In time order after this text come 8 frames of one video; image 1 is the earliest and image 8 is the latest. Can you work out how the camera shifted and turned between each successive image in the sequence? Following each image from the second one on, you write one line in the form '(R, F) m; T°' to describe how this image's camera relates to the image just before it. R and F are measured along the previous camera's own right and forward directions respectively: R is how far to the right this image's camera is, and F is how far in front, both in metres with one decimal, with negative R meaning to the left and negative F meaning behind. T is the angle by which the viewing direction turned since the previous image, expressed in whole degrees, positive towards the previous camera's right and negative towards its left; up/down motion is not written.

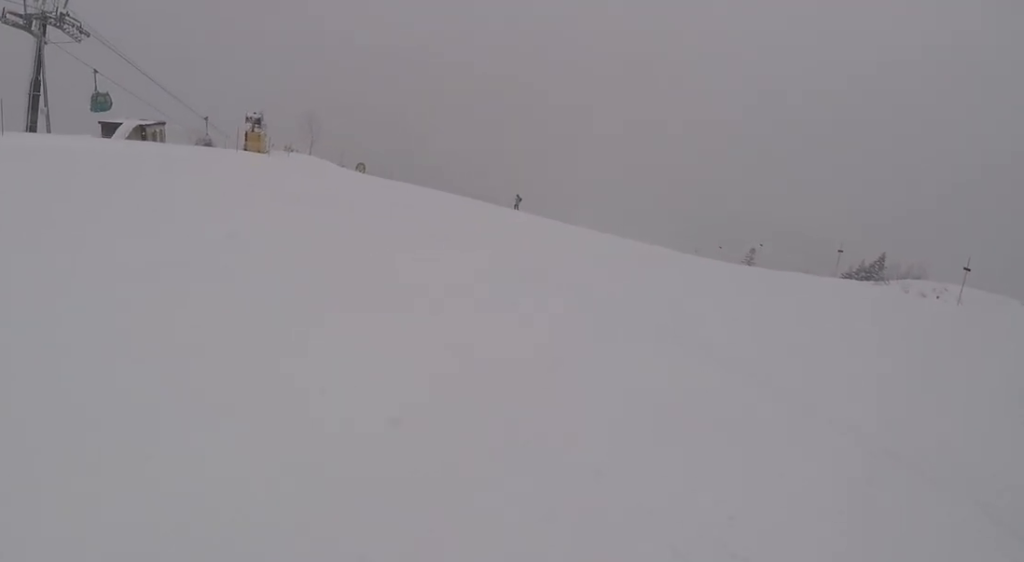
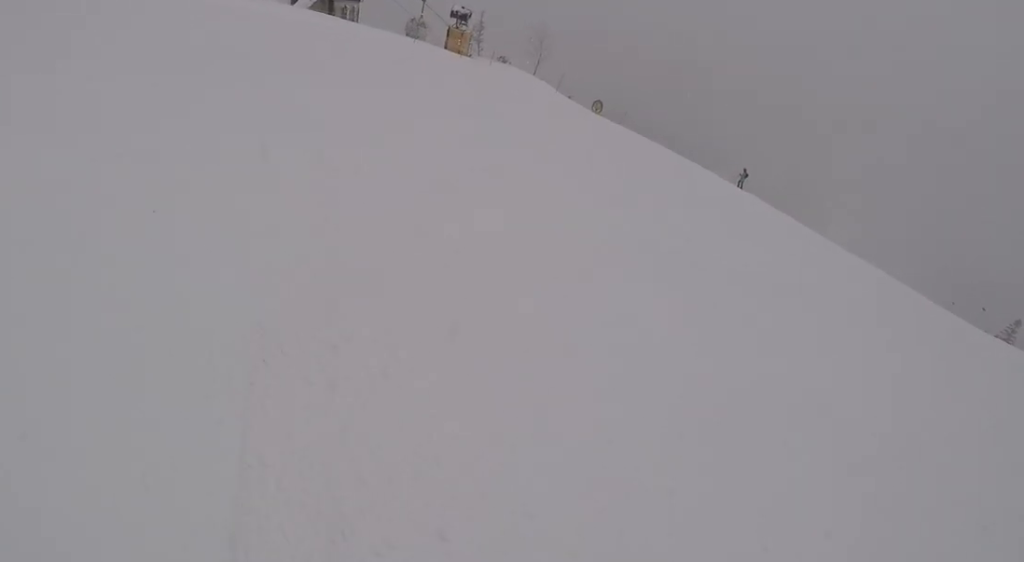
(-2.4, +7.9) m; -32°
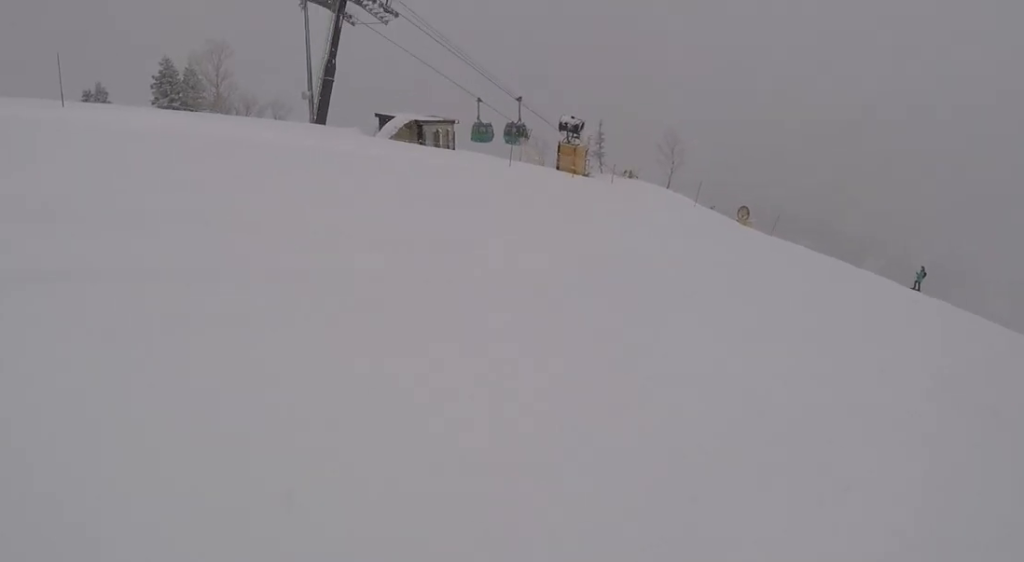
(-1.5, +8.2) m; +3°
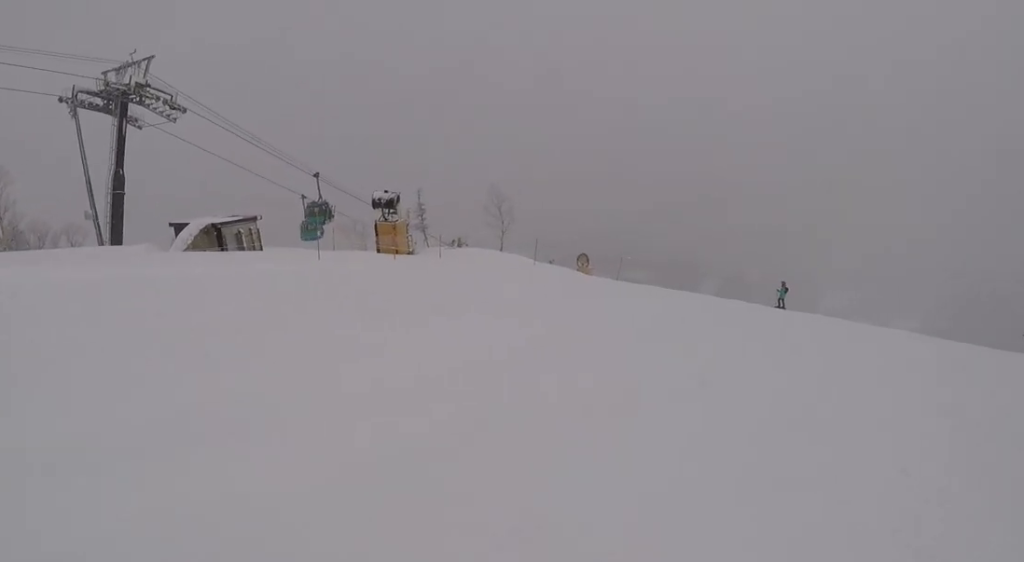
(+0.1, +4.3) m; +14°
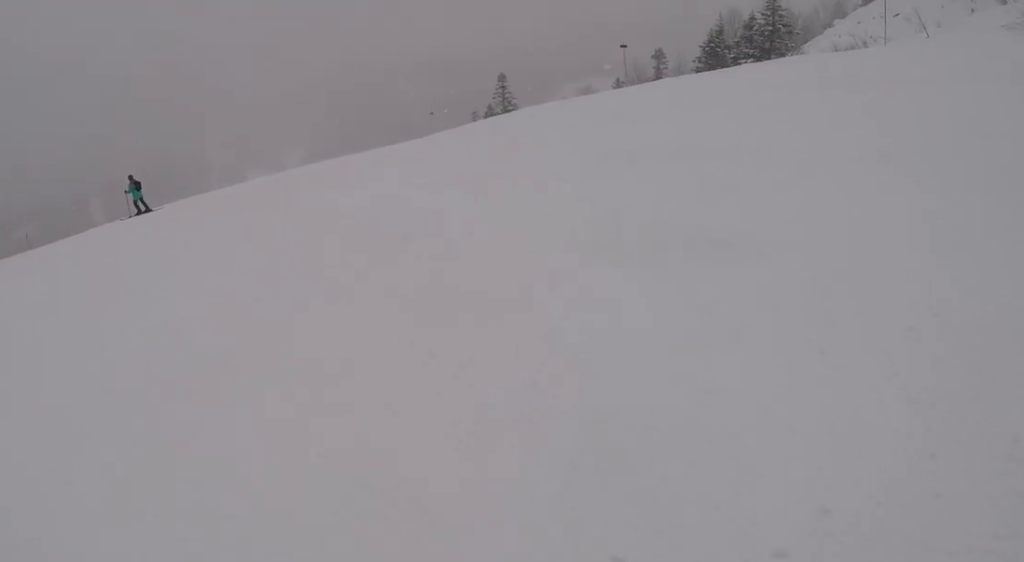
(+5.3, +13.0) m; +36°
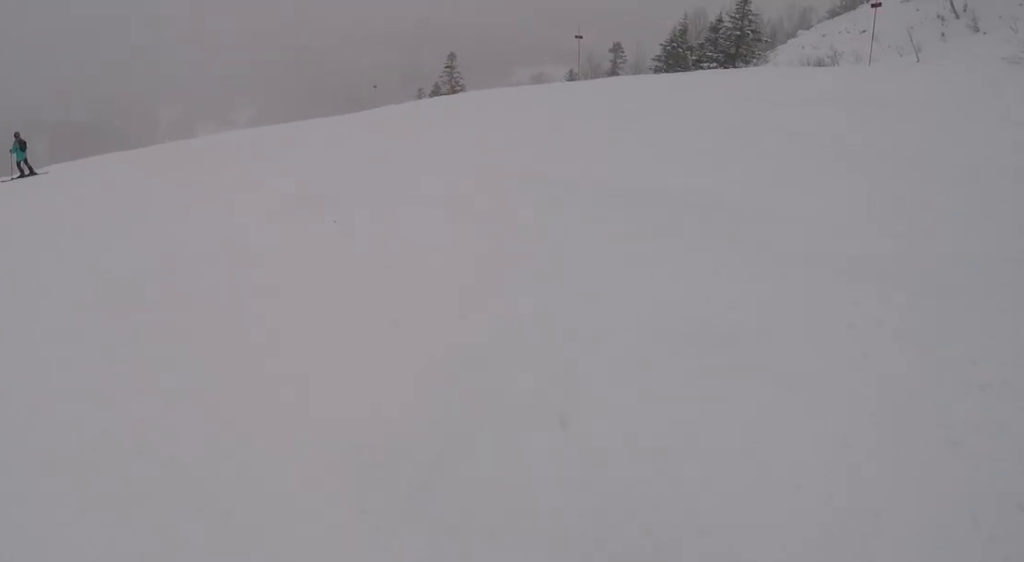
(+0.3, +3.4) m; -3°
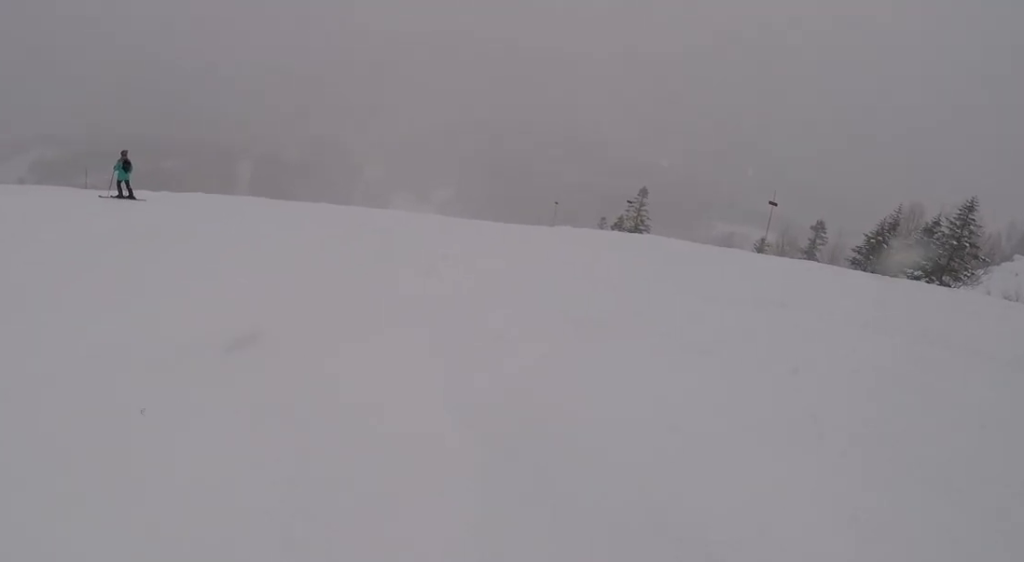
(+0.7, +4.0) m; -6°
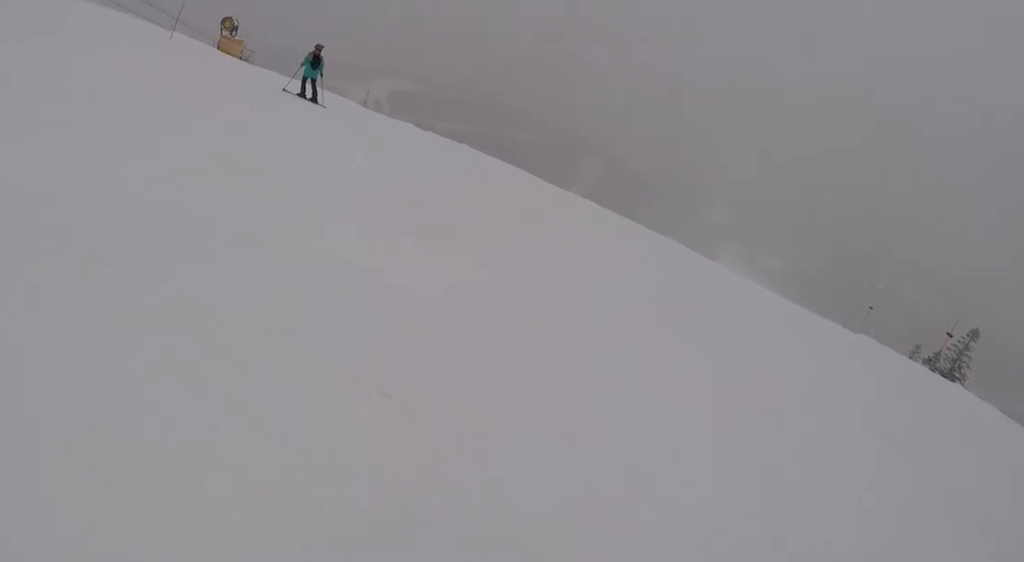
(-1.7, +5.7) m; -25°
